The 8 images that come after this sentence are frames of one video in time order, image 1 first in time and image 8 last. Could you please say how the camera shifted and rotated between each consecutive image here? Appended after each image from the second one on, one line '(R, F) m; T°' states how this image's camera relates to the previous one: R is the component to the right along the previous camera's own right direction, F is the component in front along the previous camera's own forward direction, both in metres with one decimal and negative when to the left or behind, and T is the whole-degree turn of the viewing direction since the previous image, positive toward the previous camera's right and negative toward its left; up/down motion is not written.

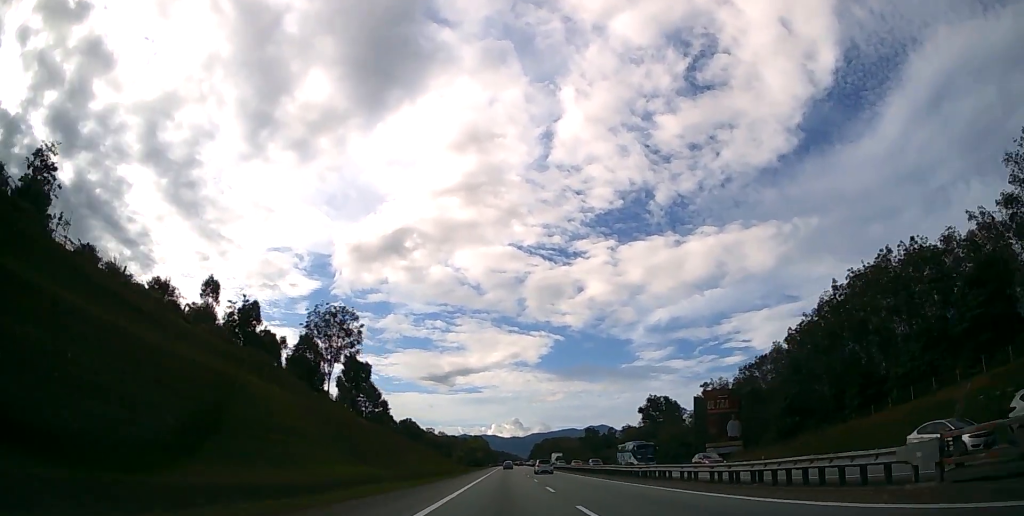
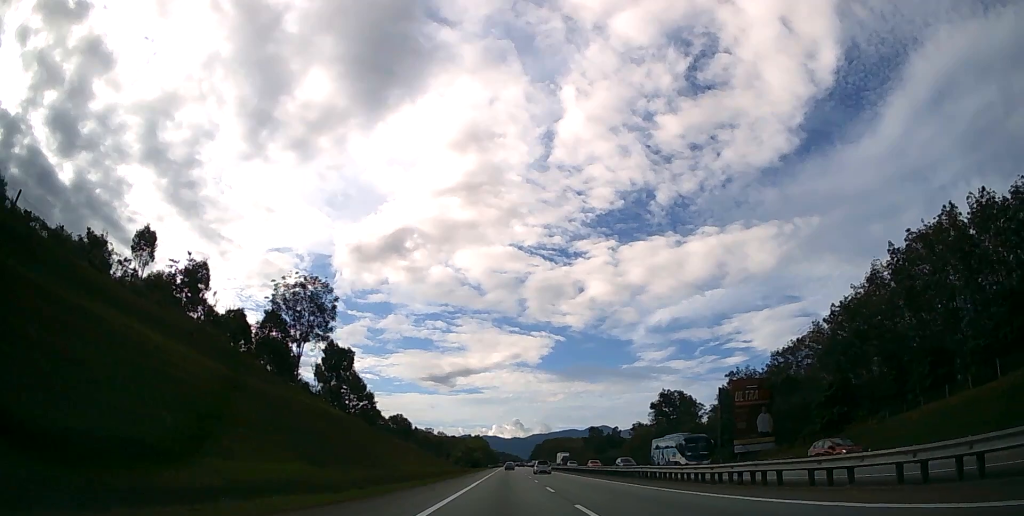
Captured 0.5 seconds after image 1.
(0.0, +11.5) m; 0°
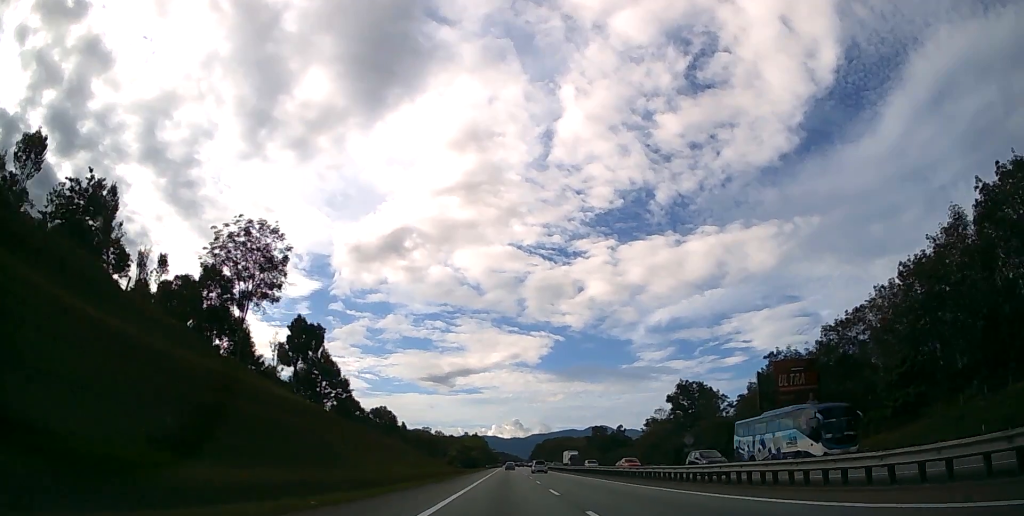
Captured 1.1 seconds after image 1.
(0.0, +14.2) m; 0°
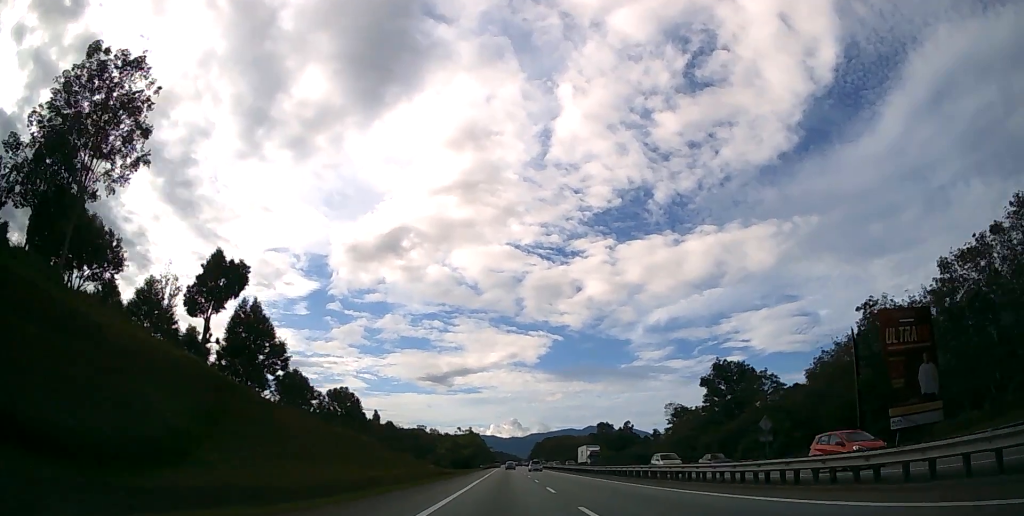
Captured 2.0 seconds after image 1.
(0.0, +22.6) m; 0°
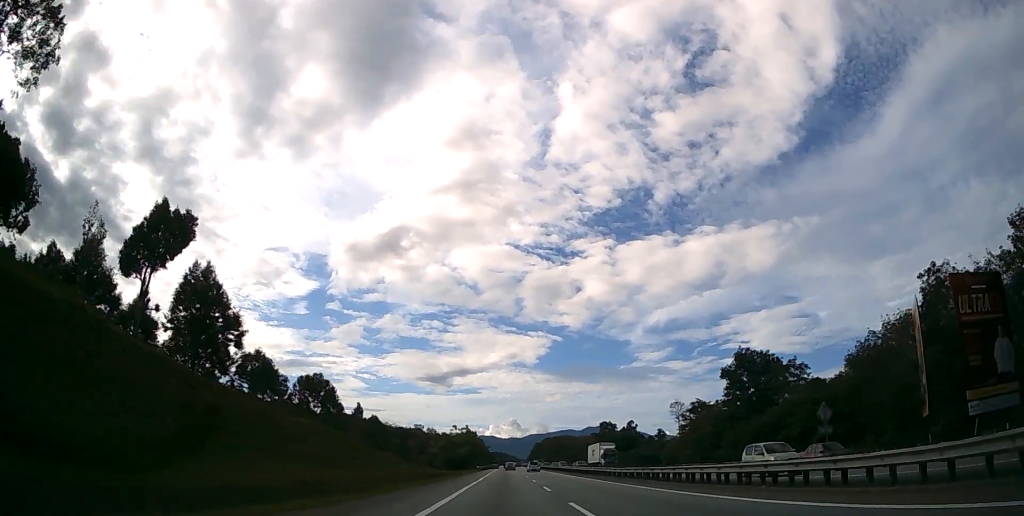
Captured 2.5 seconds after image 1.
(0.0, +10.3) m; 0°
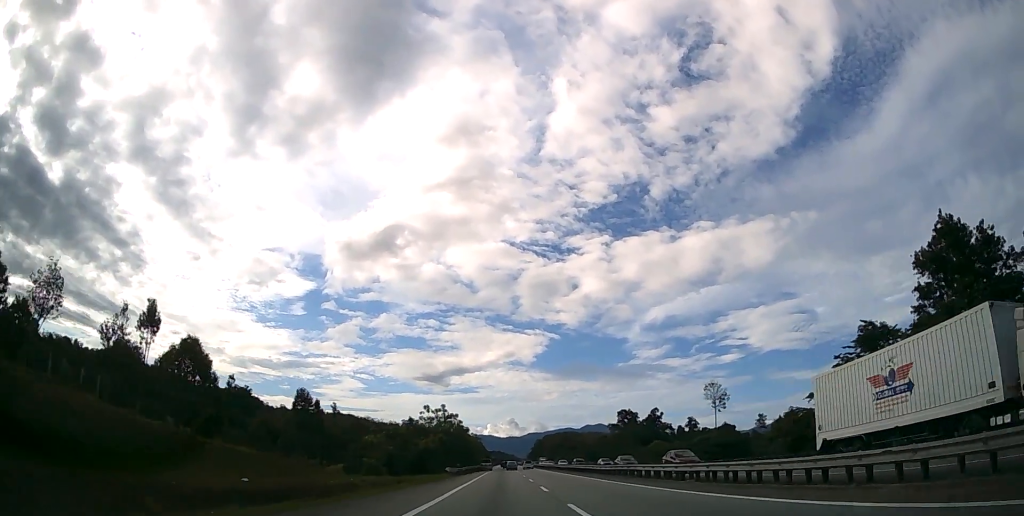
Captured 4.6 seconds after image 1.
(+0.2, +49.5) m; 0°
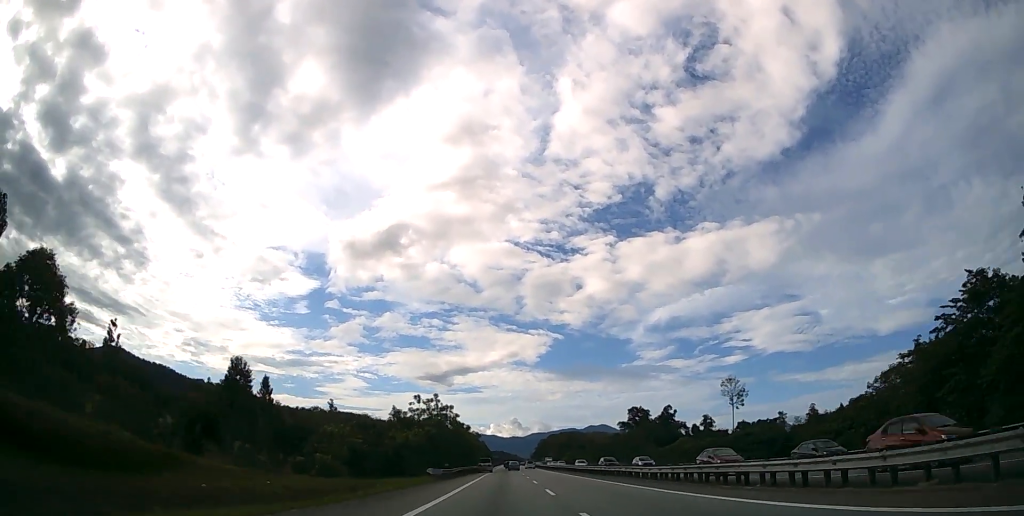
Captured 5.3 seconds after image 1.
(0.0, +14.4) m; 0°
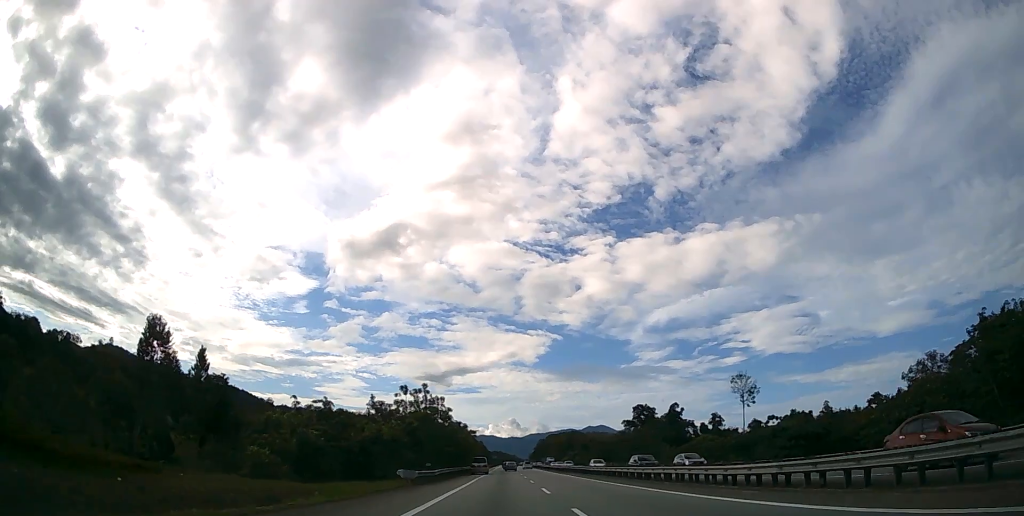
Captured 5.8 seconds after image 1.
(0.0, +10.7) m; 0°
